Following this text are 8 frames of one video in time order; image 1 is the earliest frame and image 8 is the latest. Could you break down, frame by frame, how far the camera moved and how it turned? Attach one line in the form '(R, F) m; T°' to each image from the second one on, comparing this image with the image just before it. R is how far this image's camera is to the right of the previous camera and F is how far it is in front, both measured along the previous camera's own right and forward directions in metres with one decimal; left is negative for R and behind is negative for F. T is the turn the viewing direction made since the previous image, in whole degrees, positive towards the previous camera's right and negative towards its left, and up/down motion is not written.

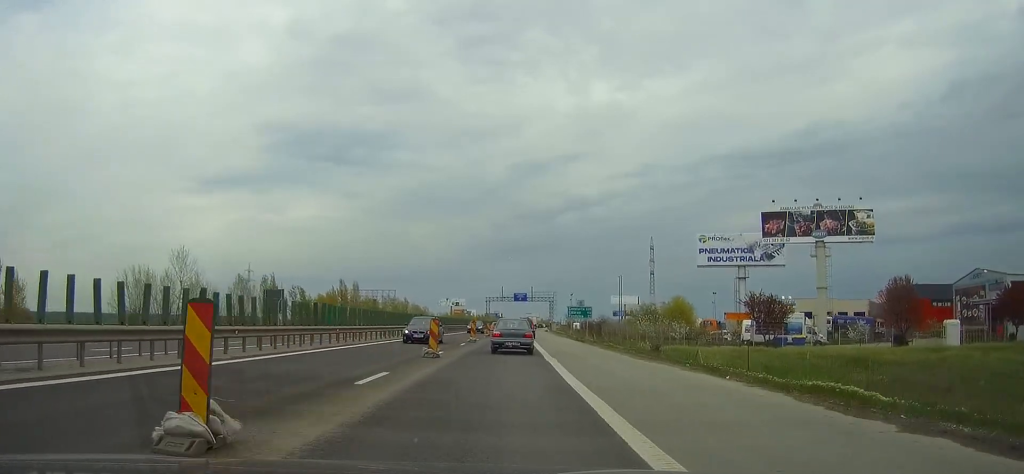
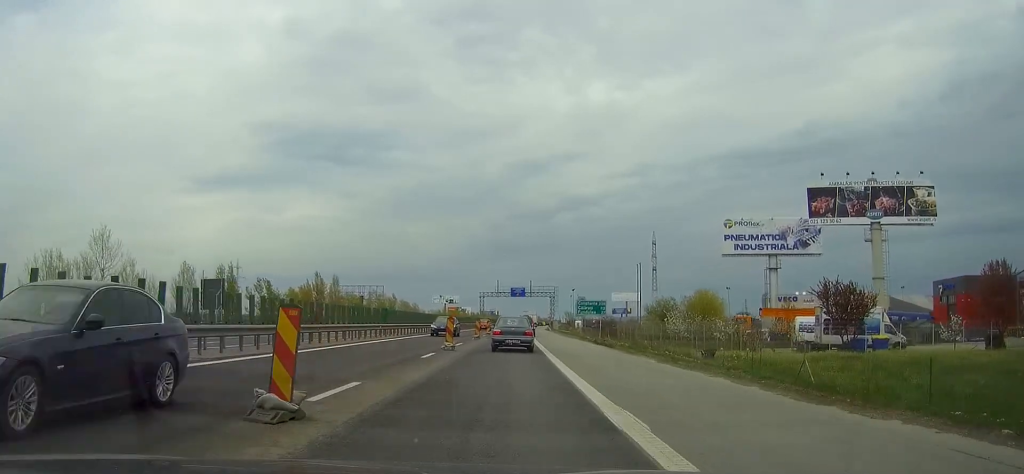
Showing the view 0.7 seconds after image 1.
(+0.1, +15.3) m; +1°
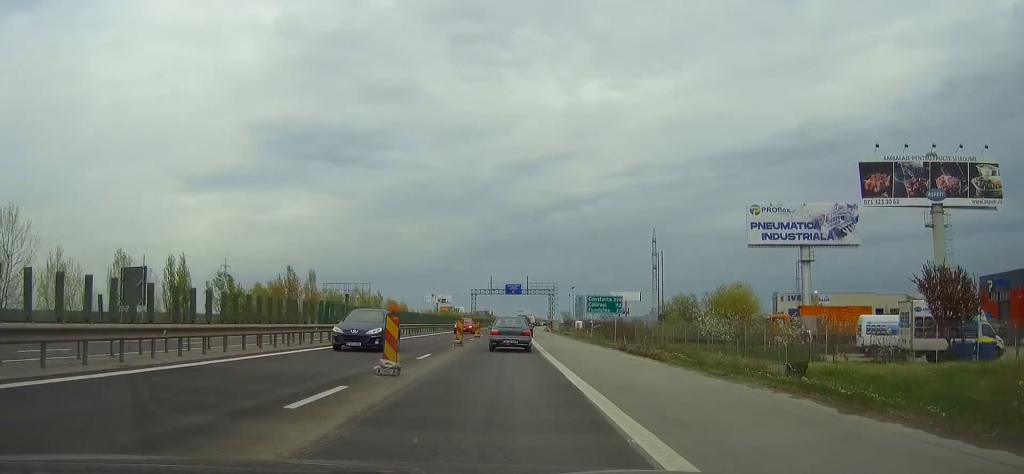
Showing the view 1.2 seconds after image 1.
(+0.1, +13.0) m; 0°
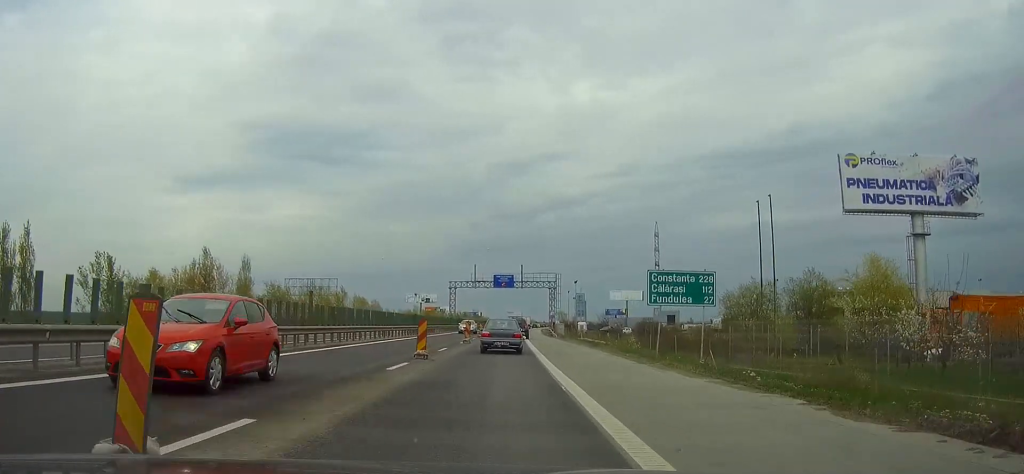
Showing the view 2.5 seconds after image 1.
(+0.1, +28.4) m; 0°
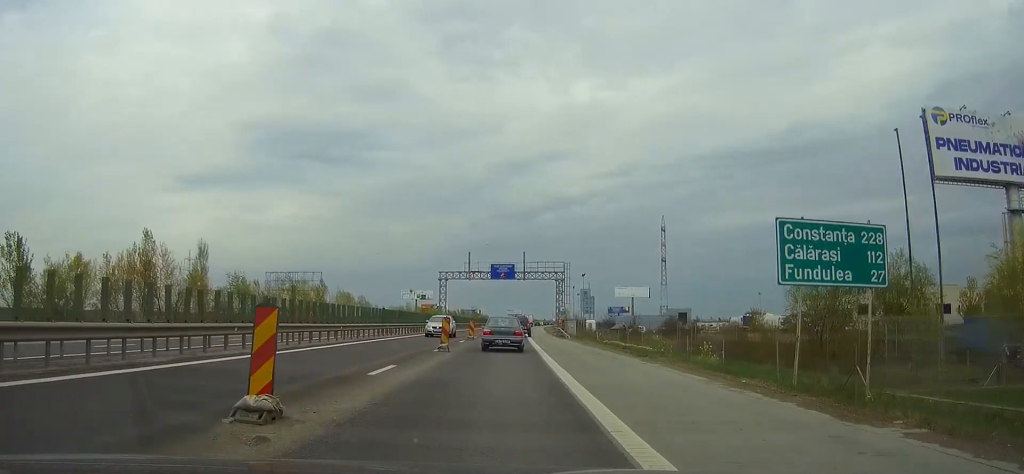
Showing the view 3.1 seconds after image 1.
(0.0, +14.6) m; 0°
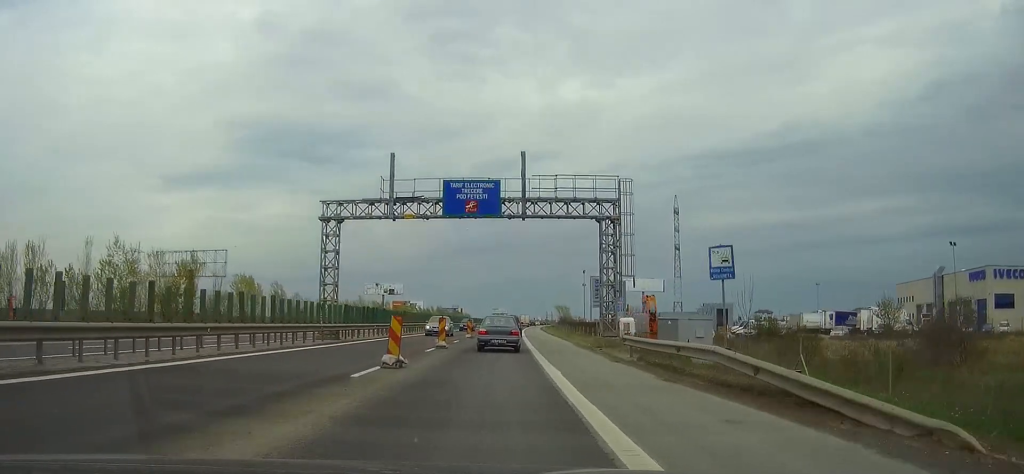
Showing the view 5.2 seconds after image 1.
(+0.7, +49.3) m; +1°
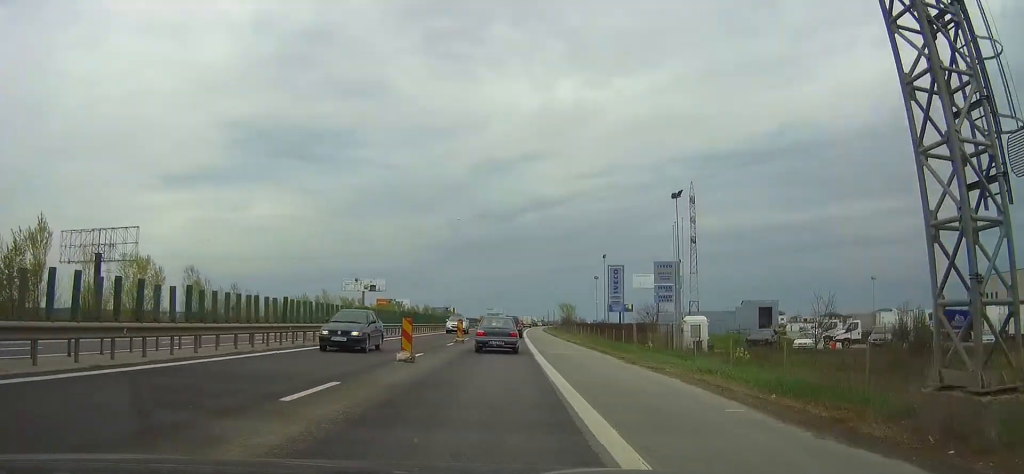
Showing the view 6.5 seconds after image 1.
(0.0, +28.5) m; 0°
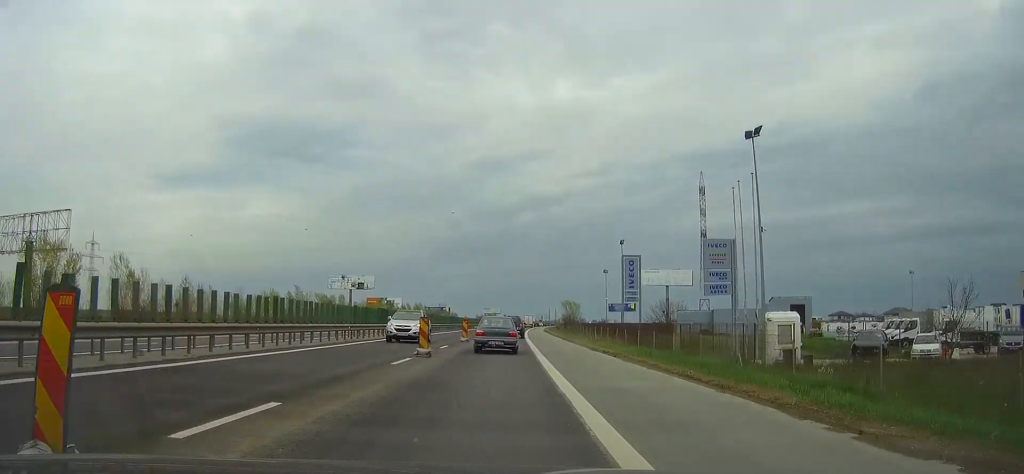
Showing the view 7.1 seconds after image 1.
(0.0, +15.4) m; 0°
